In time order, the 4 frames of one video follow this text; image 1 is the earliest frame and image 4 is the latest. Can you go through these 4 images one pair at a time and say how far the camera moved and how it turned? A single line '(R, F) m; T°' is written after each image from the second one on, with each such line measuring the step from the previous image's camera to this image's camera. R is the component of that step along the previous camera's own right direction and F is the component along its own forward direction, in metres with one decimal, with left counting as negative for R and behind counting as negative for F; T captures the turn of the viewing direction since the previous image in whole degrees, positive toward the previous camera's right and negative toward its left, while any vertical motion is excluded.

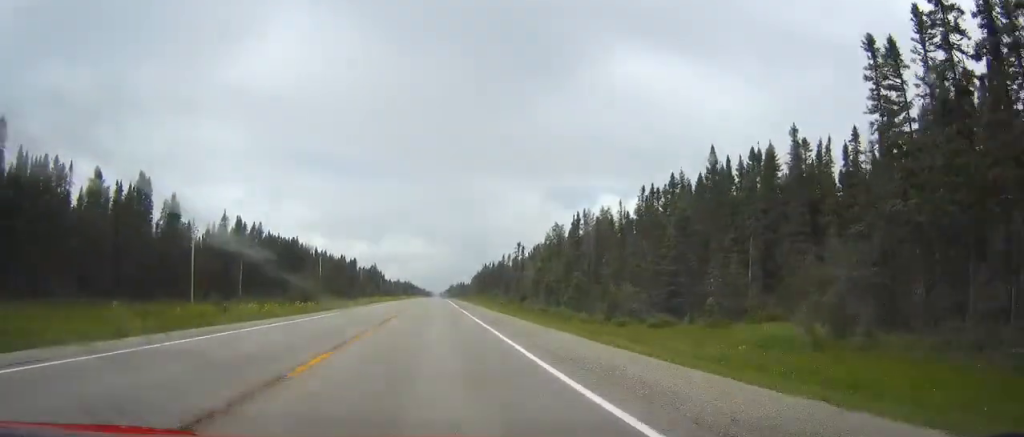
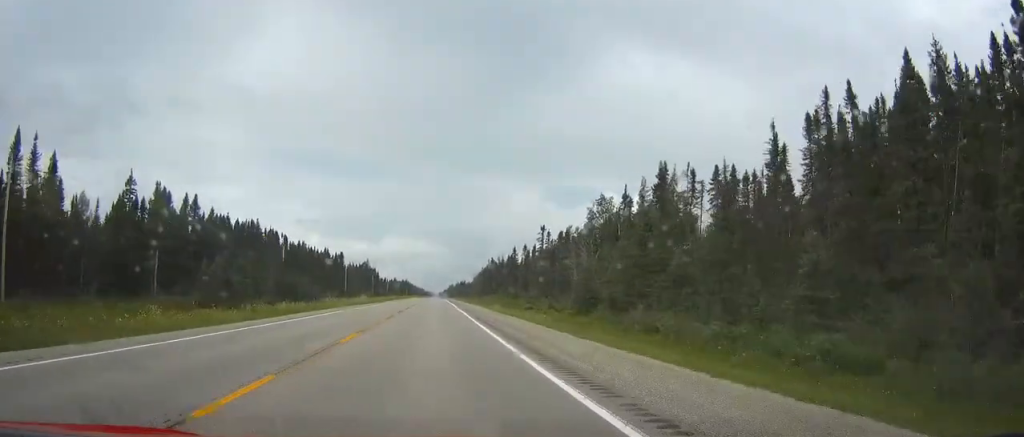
(0.0, +46.2) m; 0°
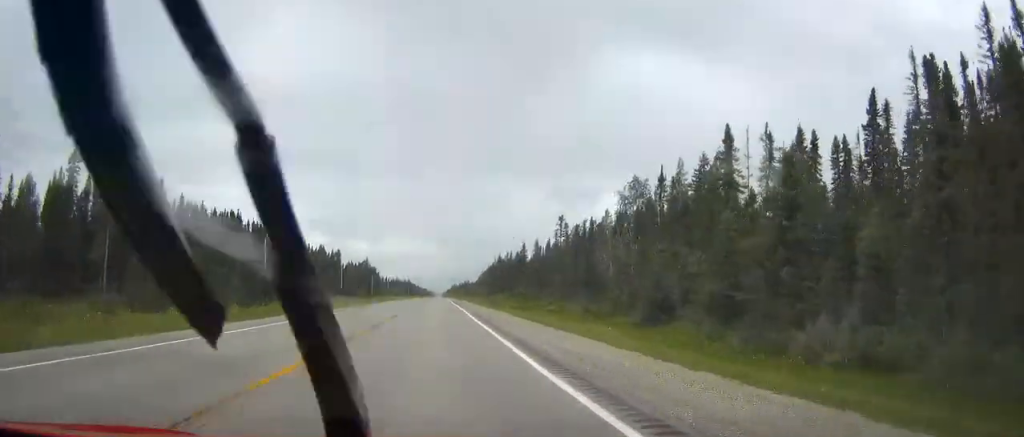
(0.0, +18.3) m; 0°
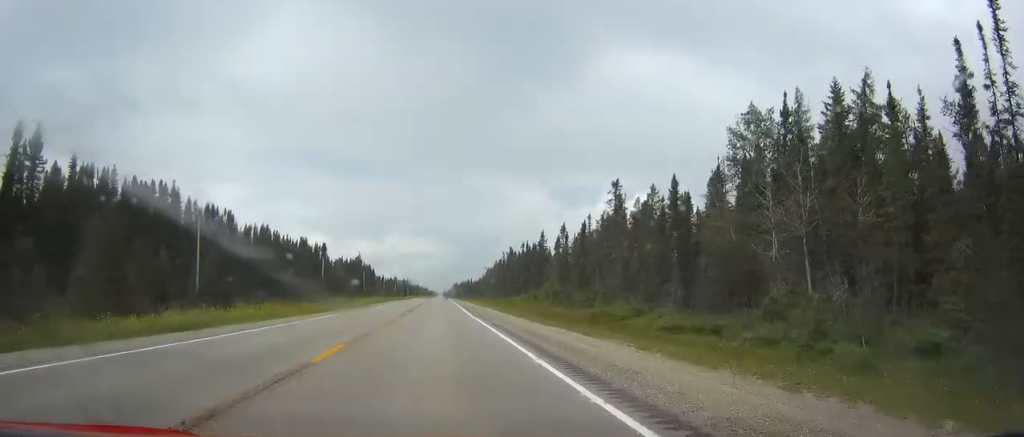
(0.0, +38.6) m; 0°
